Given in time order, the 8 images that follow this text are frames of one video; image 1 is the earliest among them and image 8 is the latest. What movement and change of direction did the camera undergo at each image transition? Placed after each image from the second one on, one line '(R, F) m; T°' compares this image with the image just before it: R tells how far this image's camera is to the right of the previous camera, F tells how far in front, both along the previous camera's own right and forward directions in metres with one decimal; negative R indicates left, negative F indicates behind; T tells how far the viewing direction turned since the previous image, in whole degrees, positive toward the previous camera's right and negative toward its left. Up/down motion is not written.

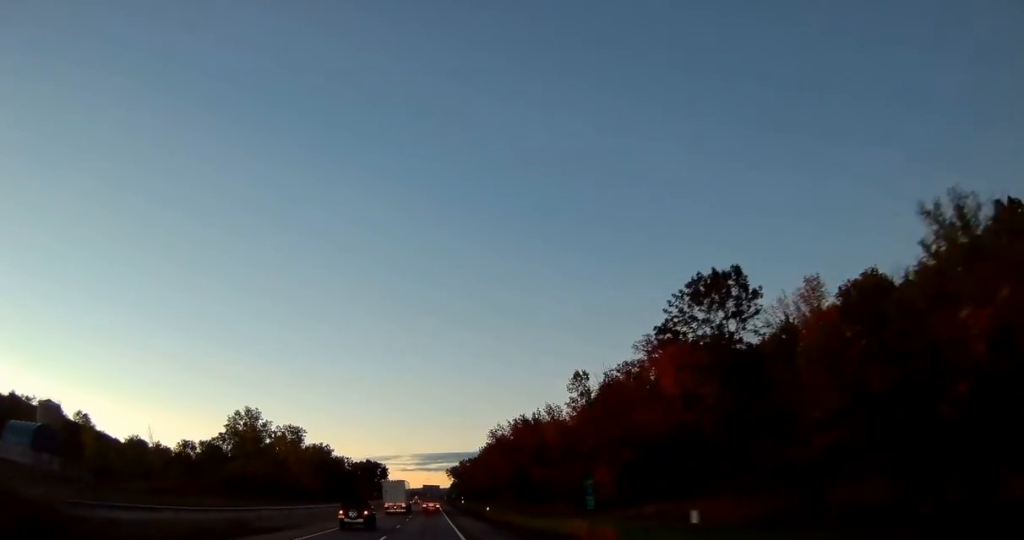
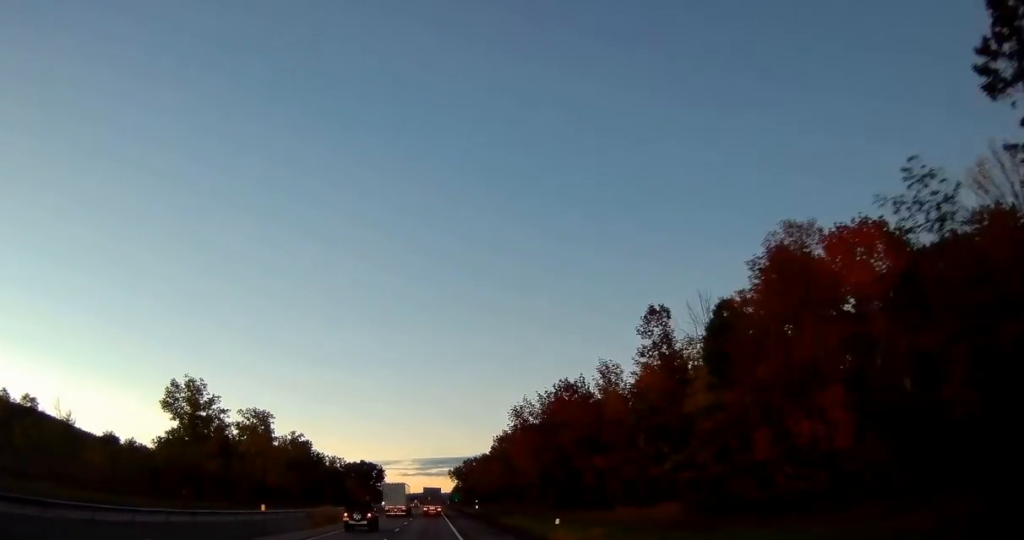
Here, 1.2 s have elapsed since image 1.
(+0.1, +36.9) m; +1°
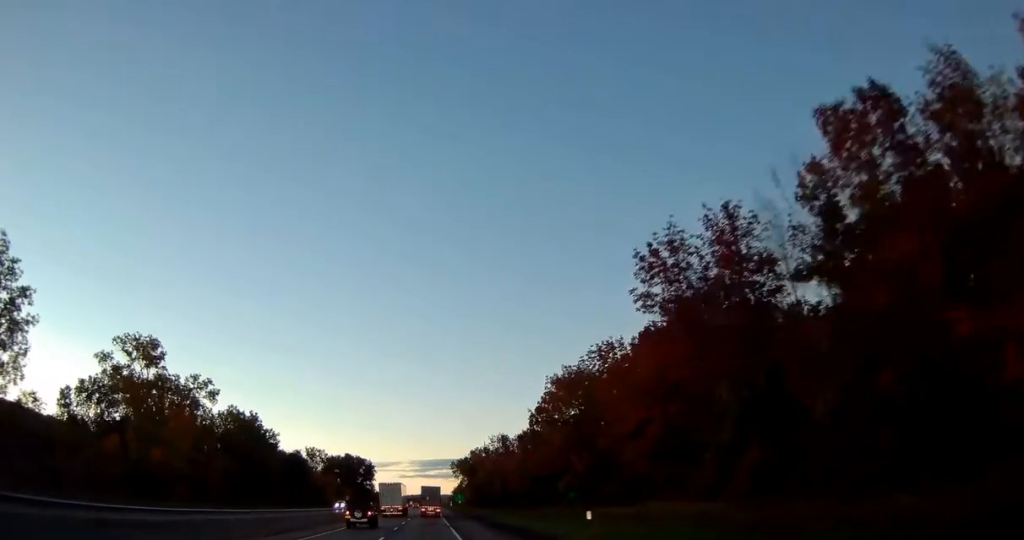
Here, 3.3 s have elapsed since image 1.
(-0.3, +60.6) m; -1°
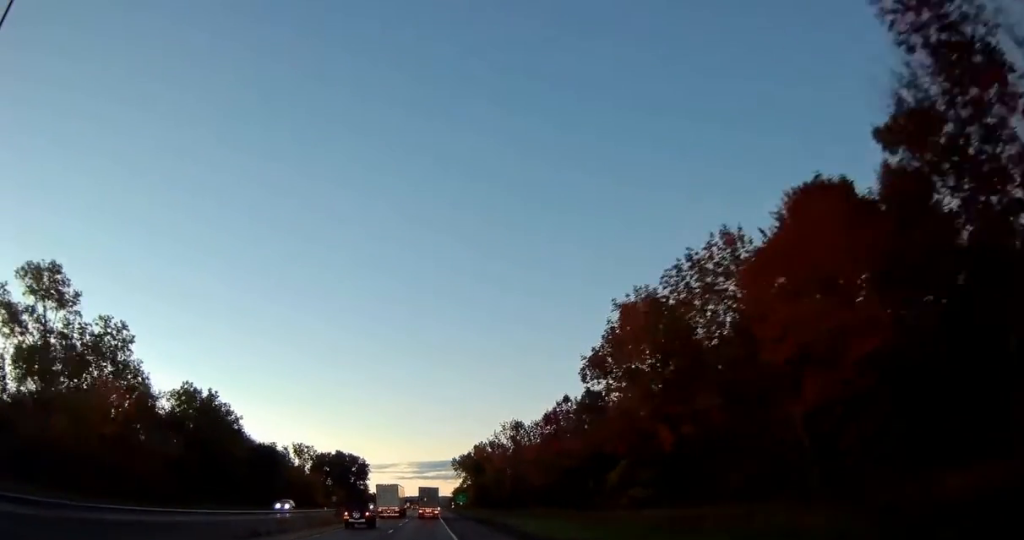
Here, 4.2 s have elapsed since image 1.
(+0.1, +26.2) m; +1°
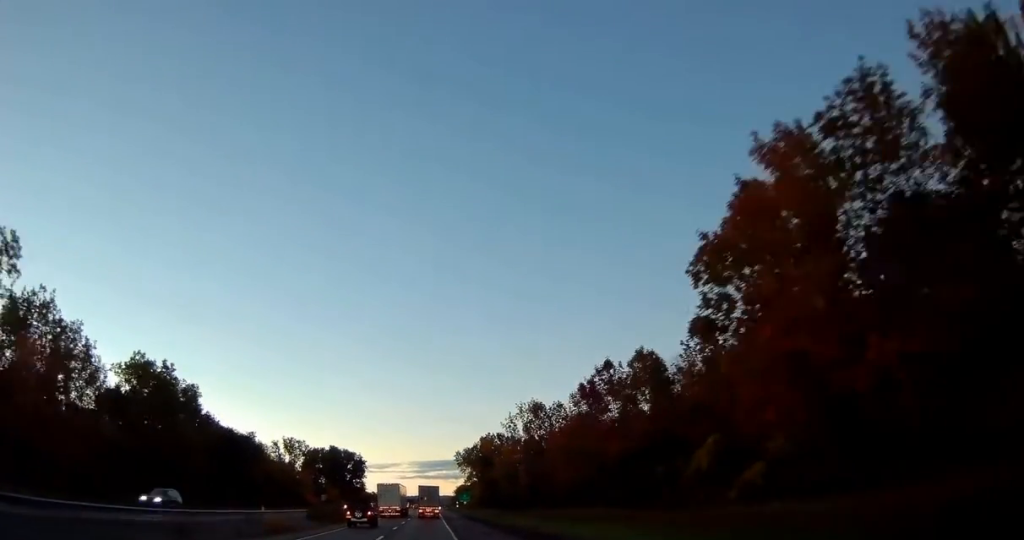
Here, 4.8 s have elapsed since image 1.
(+0.1, +20.2) m; 0°
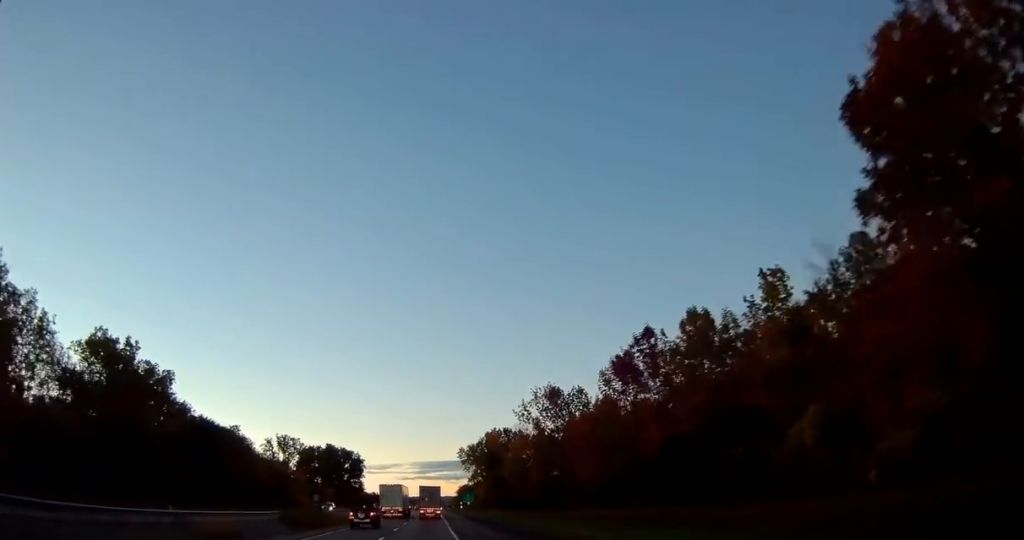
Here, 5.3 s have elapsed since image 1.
(0.0, +13.1) m; 0°
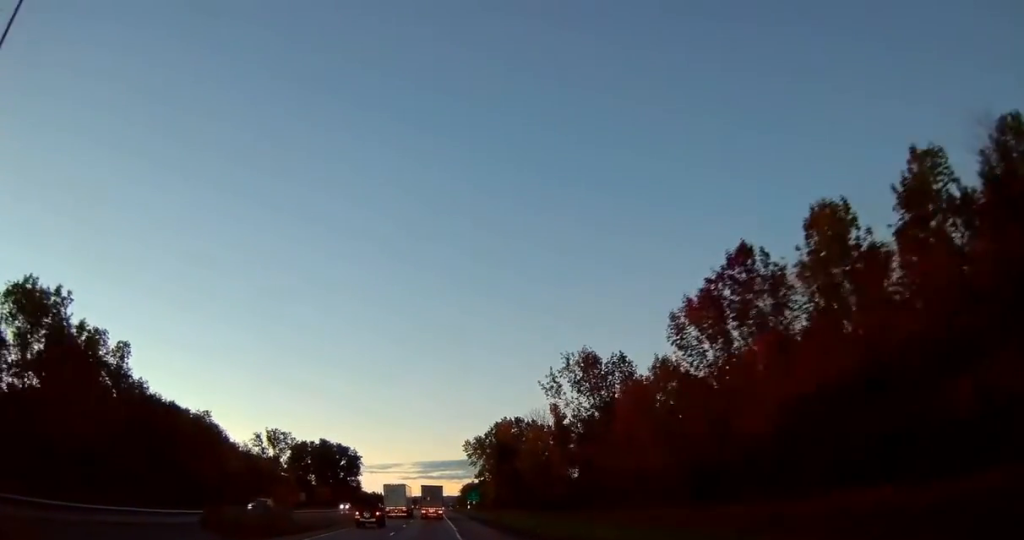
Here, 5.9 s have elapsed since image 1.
(-0.2, +18.9) m; 0°
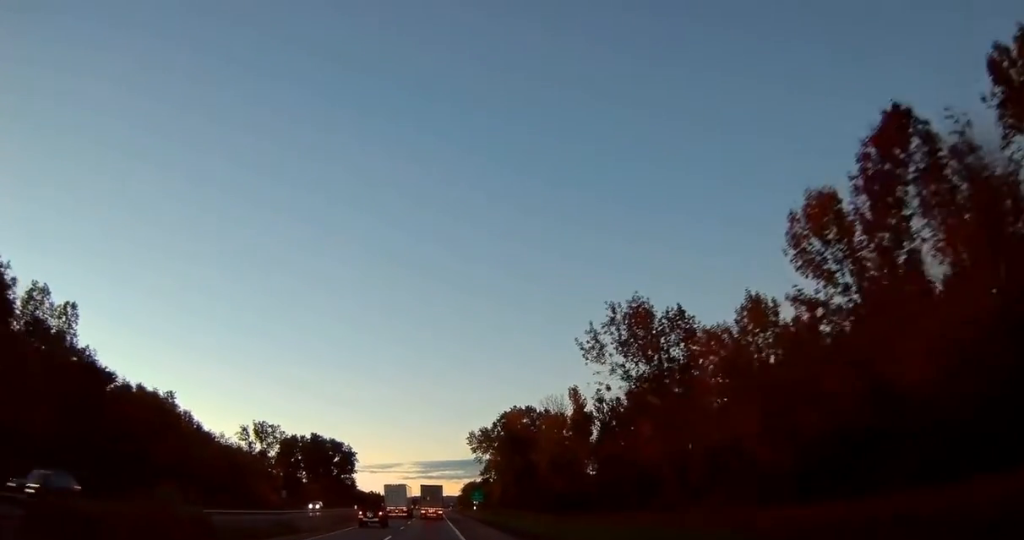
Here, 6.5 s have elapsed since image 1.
(0.0, +16.5) m; 0°
